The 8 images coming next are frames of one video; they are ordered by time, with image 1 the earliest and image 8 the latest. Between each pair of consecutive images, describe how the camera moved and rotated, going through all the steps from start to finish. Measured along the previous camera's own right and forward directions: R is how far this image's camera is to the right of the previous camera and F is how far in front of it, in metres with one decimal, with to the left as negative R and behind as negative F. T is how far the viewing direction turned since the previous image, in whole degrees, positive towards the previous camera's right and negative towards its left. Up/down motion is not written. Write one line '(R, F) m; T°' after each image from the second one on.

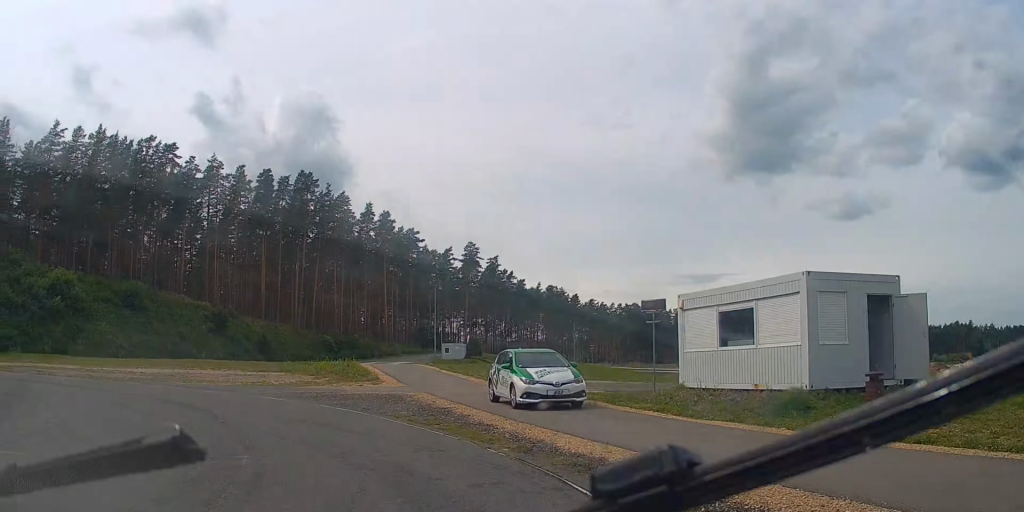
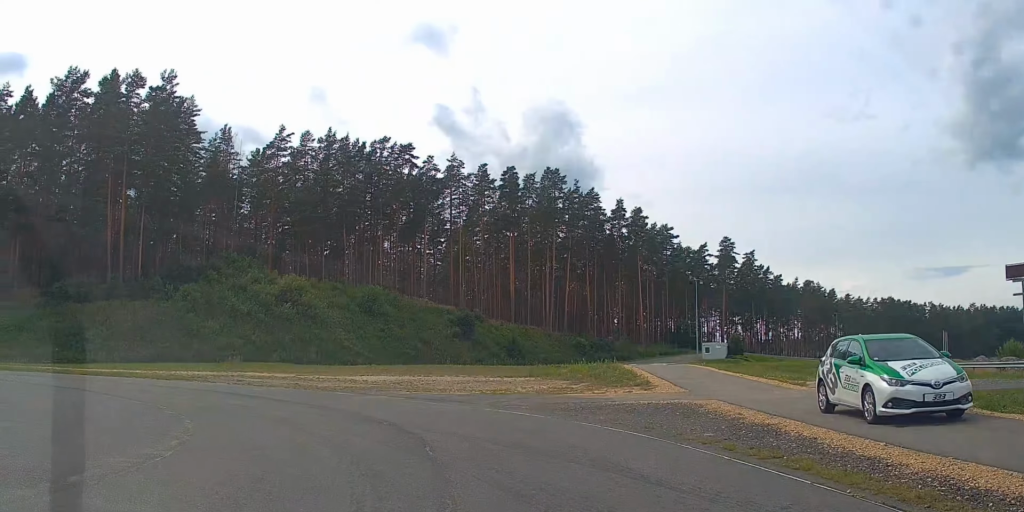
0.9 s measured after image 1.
(-0.5, +8.5) m; -9°
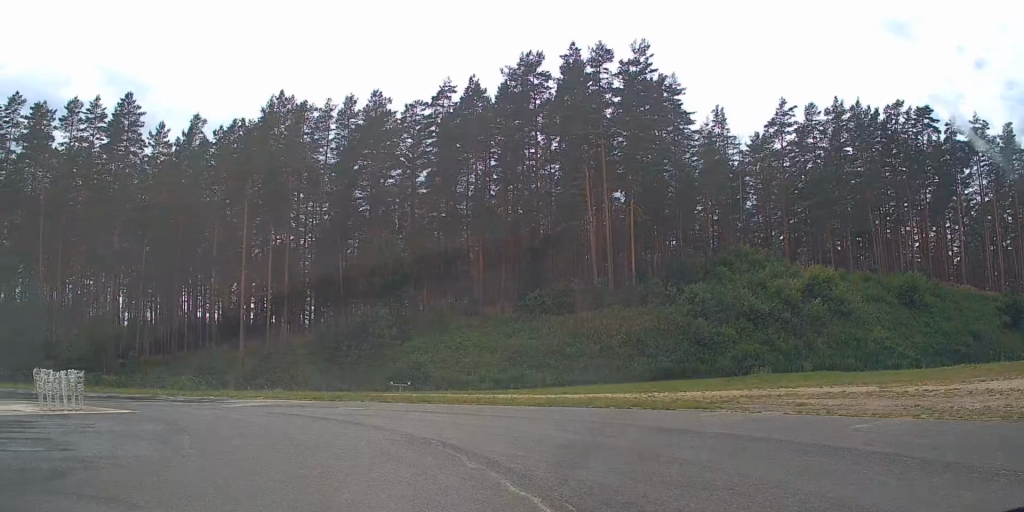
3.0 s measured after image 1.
(-5.0, +18.9) m; -34°
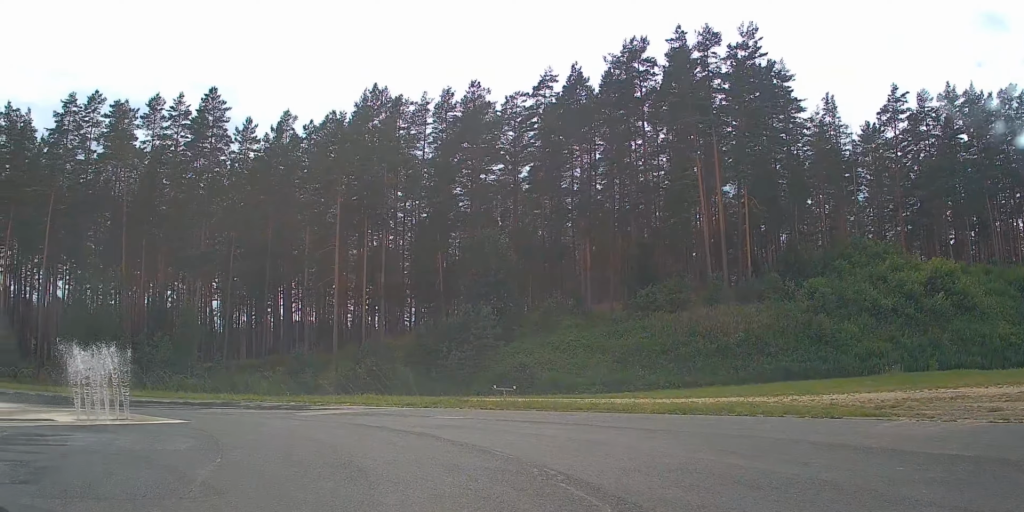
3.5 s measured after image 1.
(-0.3, +4.5) m; -10°
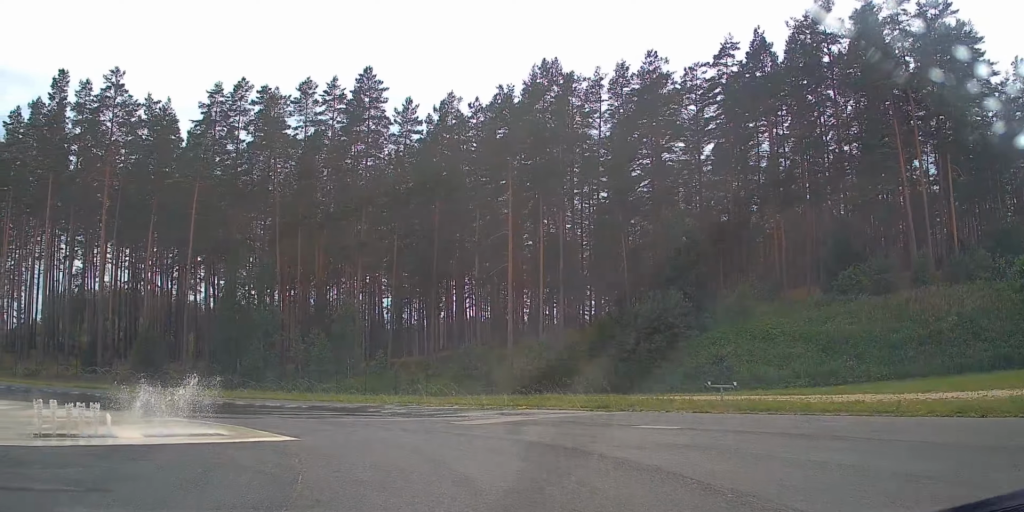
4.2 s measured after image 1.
(-0.7, +7.0) m; -17°
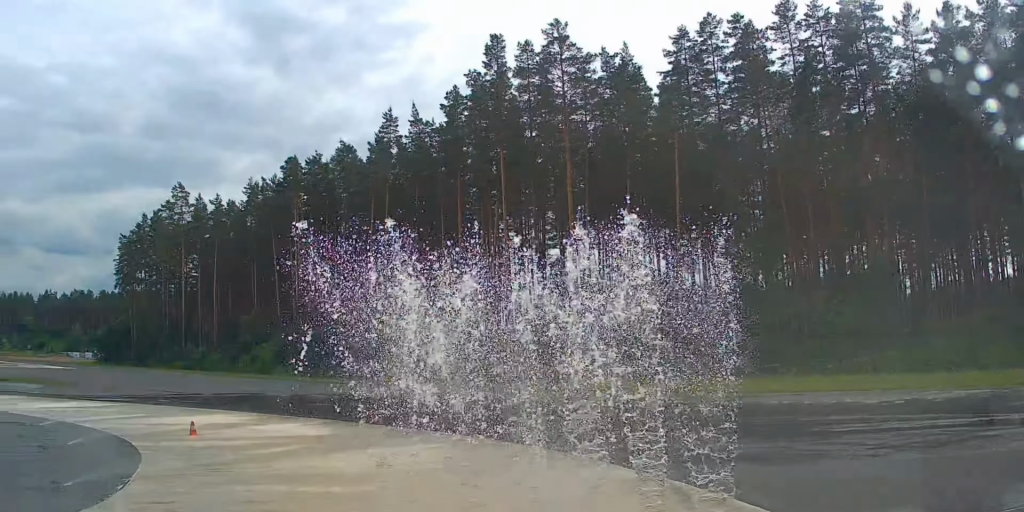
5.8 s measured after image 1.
(-5.3, +14.4) m; -39°
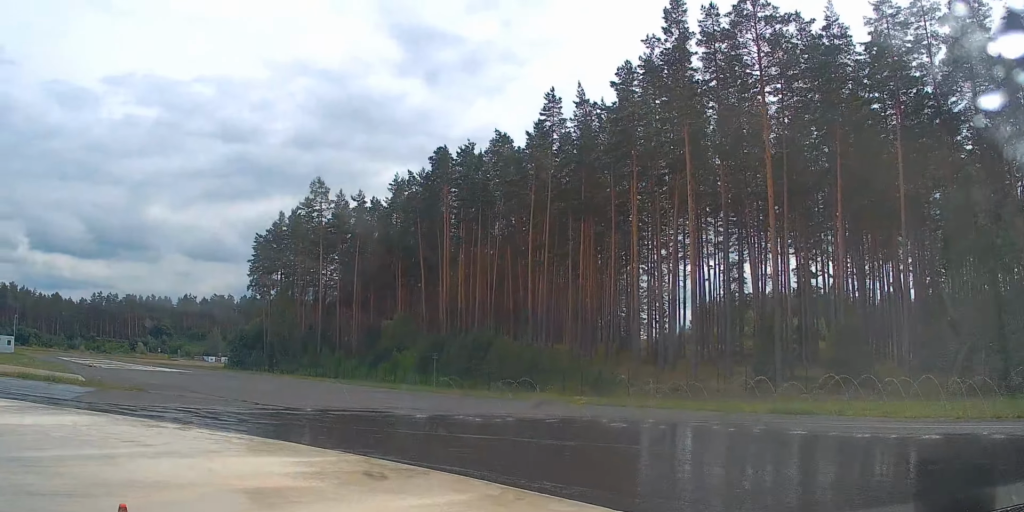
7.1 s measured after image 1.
(-3.5, +13.2) m; -23°
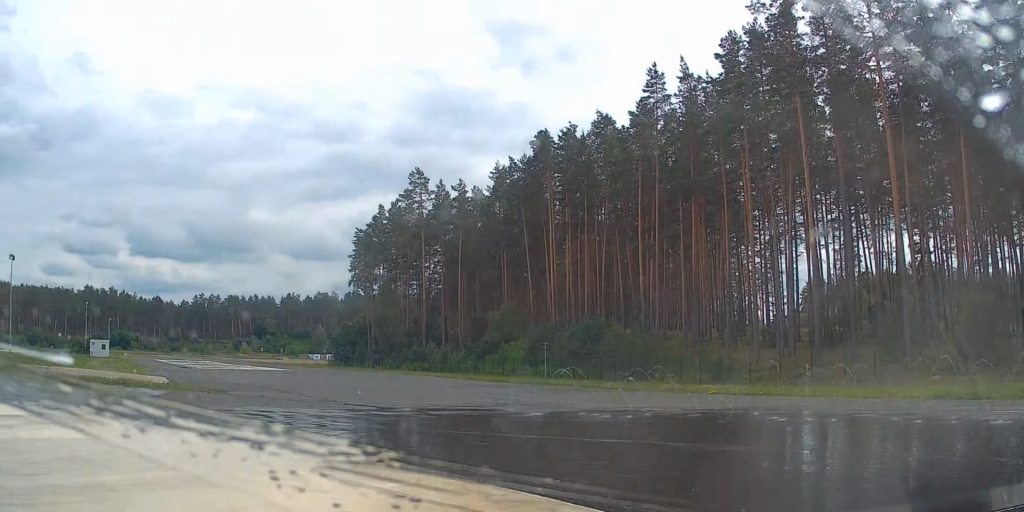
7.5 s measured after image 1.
(-0.2, +4.6) m; -5°
